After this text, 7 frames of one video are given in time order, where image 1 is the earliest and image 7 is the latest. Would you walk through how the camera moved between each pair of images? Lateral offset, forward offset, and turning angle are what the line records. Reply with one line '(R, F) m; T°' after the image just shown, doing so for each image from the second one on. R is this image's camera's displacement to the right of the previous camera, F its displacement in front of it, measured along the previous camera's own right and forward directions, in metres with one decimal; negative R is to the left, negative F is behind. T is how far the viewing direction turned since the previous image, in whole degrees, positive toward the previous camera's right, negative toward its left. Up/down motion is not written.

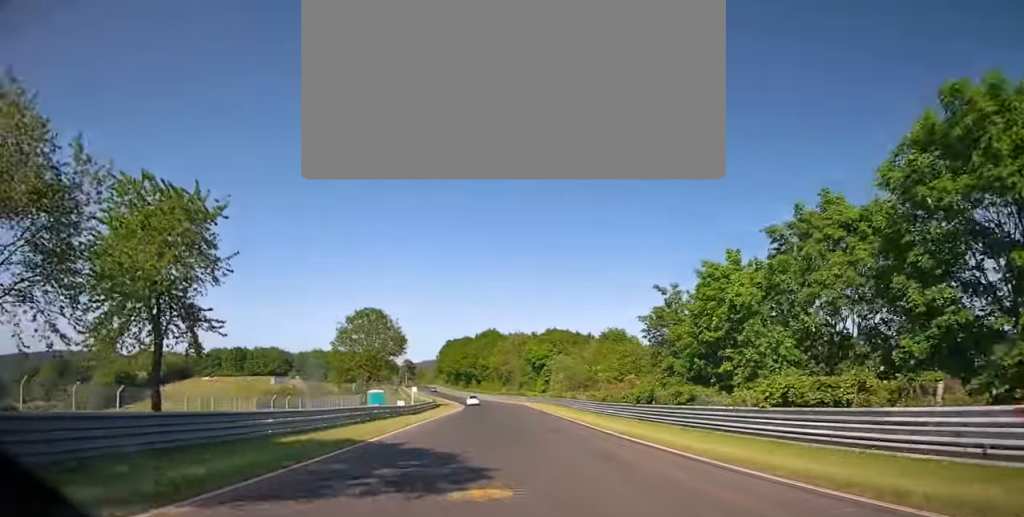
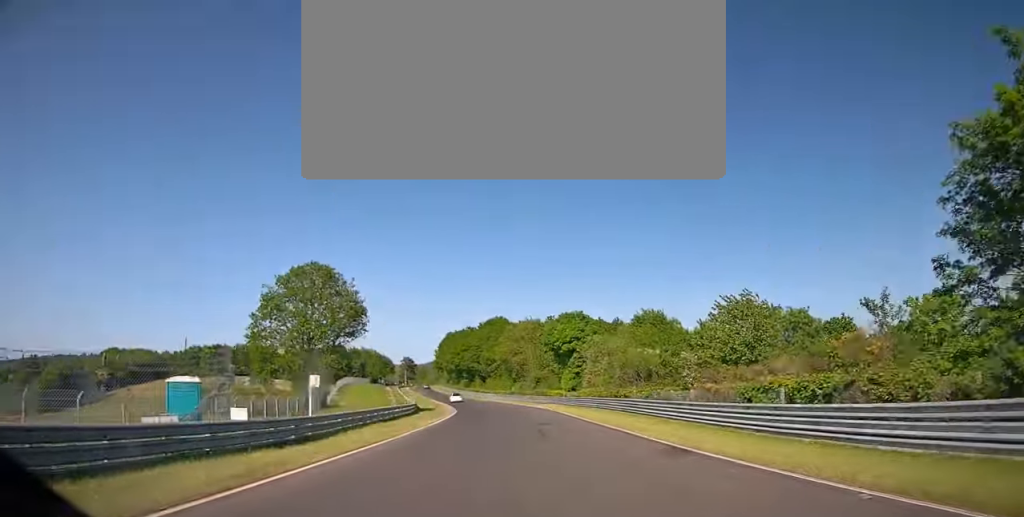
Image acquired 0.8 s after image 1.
(0.0, +30.1) m; -2°
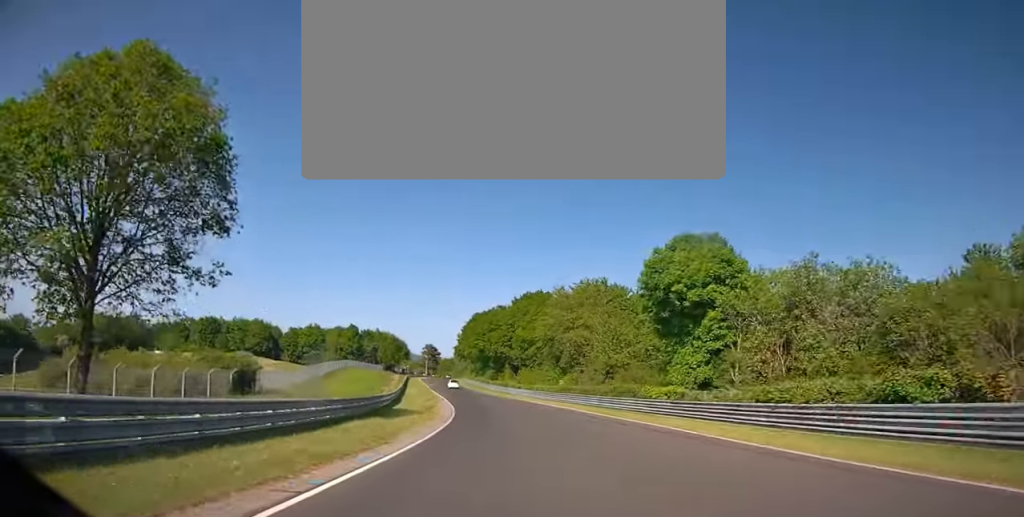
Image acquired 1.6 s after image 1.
(-1.2, +36.6) m; -3°
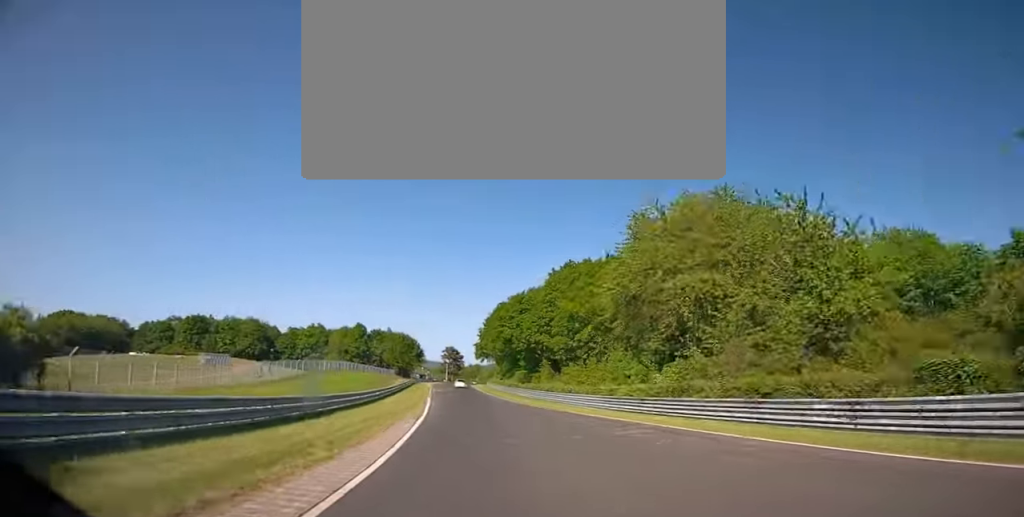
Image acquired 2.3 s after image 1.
(-0.8, +31.4) m; -2°
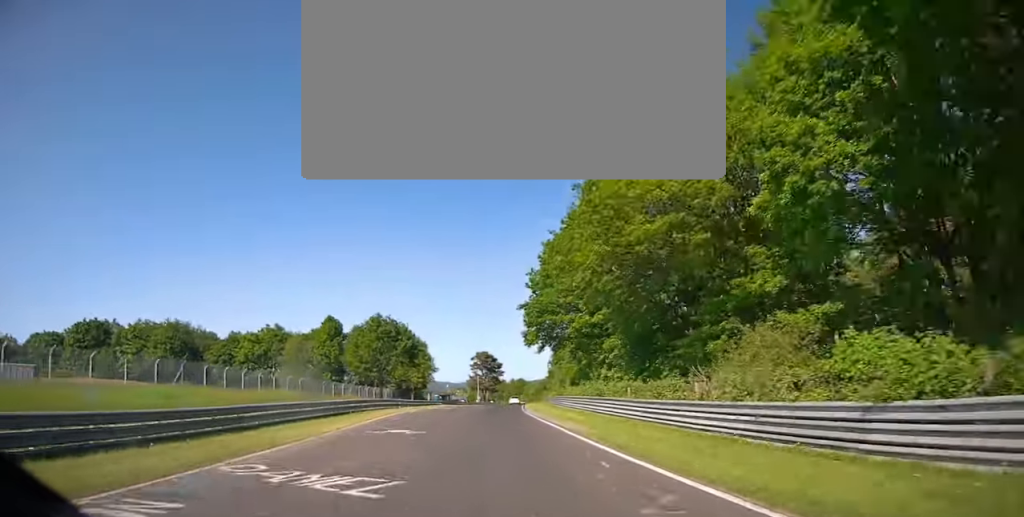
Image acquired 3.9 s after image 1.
(-2.4, +74.4) m; -2°
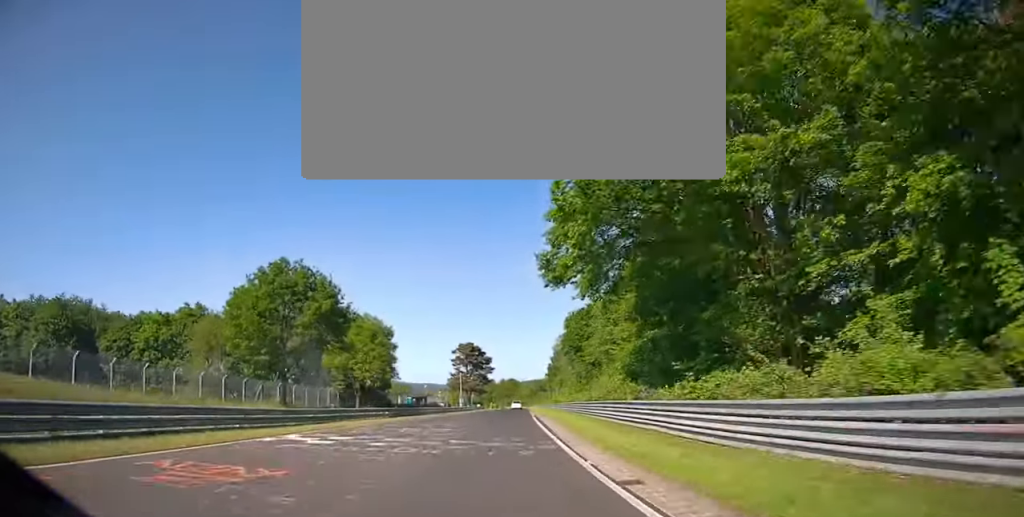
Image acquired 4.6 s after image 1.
(0.0, +32.5) m; +1°
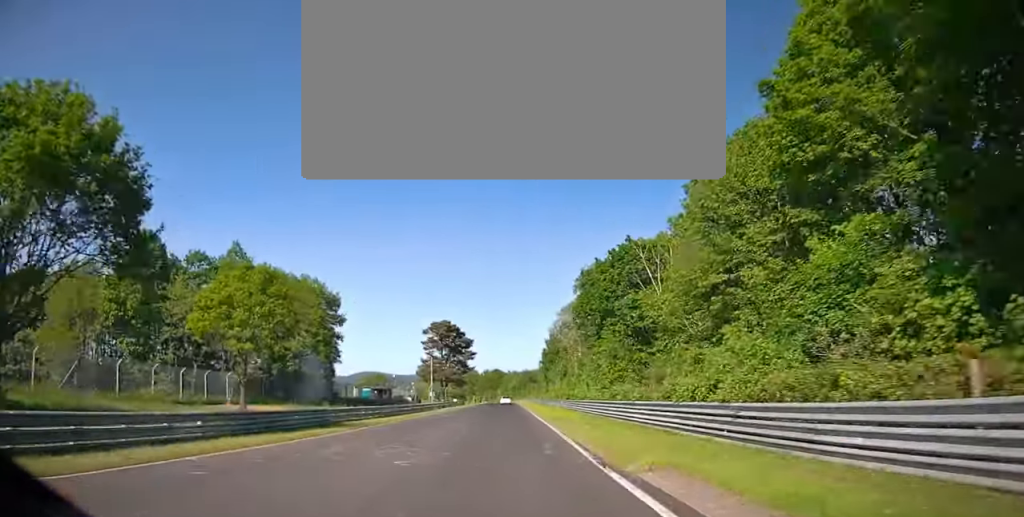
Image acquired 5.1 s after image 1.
(+0.3, +26.7) m; +1°
